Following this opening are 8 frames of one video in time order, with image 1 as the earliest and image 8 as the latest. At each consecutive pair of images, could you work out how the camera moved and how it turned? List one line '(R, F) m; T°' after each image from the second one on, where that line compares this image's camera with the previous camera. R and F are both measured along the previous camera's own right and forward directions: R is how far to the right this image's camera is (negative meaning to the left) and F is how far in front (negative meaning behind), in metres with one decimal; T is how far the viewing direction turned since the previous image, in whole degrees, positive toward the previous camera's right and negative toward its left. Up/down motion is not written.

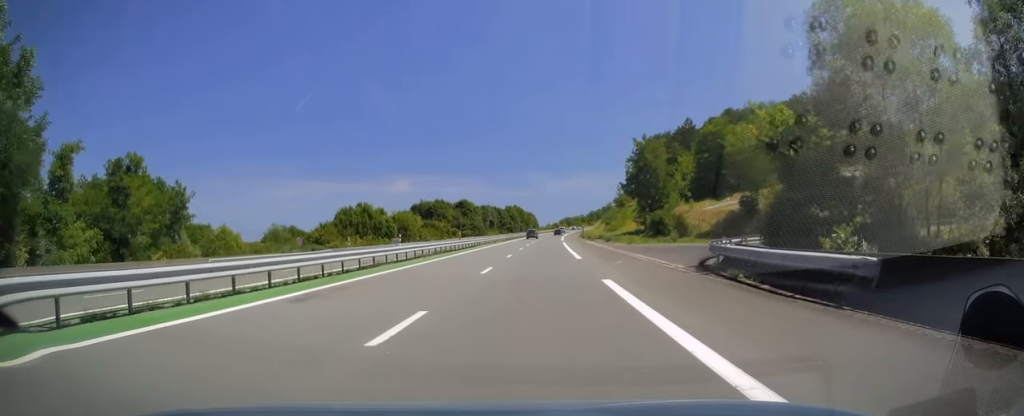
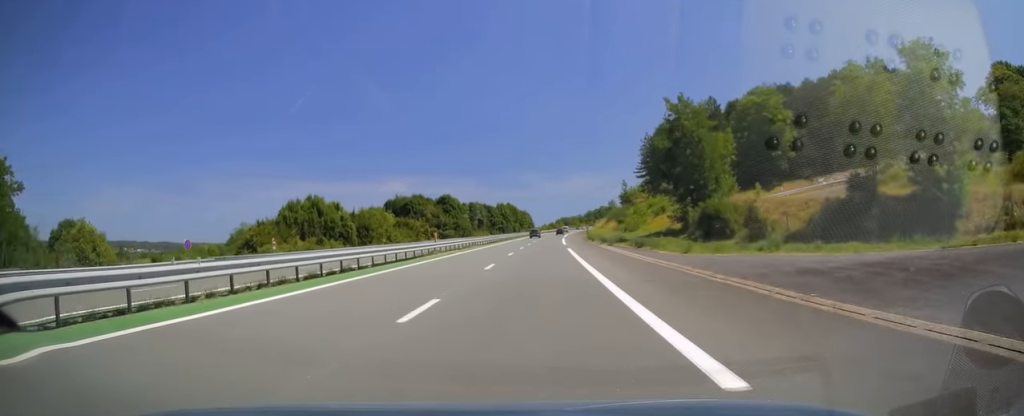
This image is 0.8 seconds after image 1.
(+0.2, +23.9) m; +1°
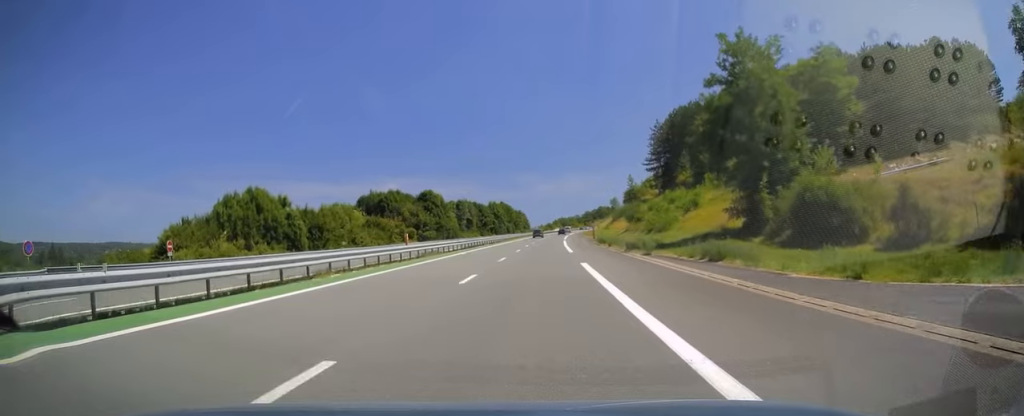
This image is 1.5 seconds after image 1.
(+0.1, +19.0) m; 0°
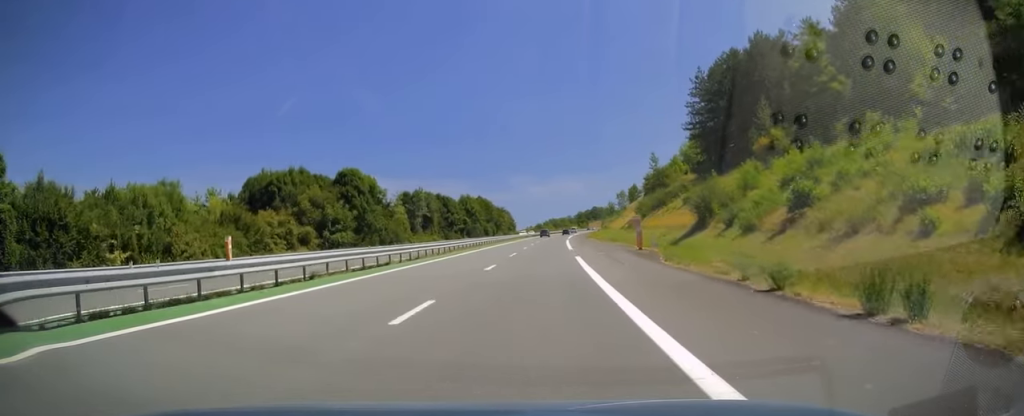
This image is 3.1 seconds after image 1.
(+0.1, +46.2) m; +1°
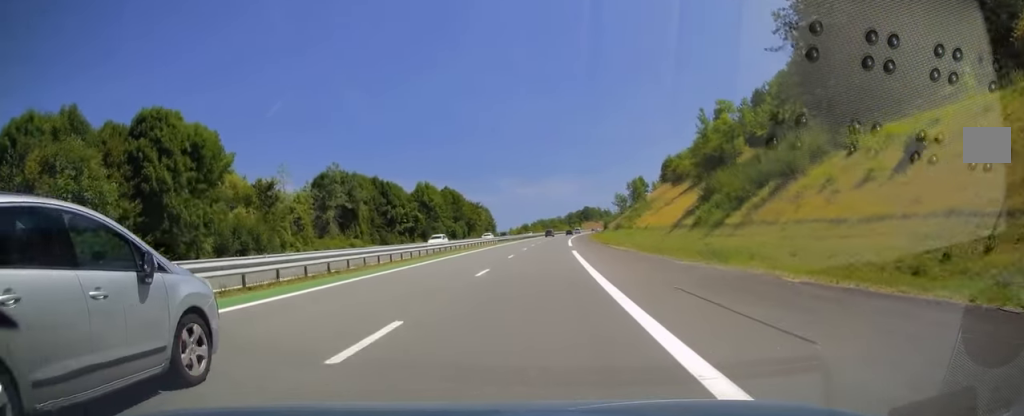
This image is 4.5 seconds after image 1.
(+0.6, +41.8) m; +1°
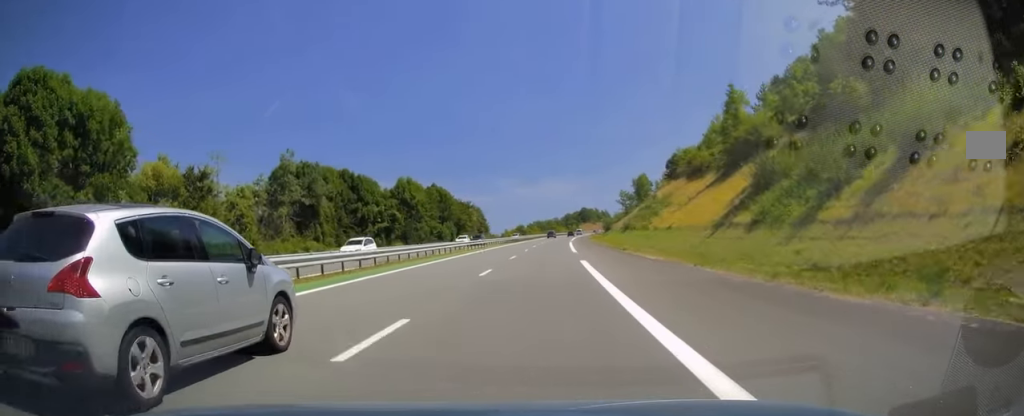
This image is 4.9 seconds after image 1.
(0.0, +12.6) m; 0°
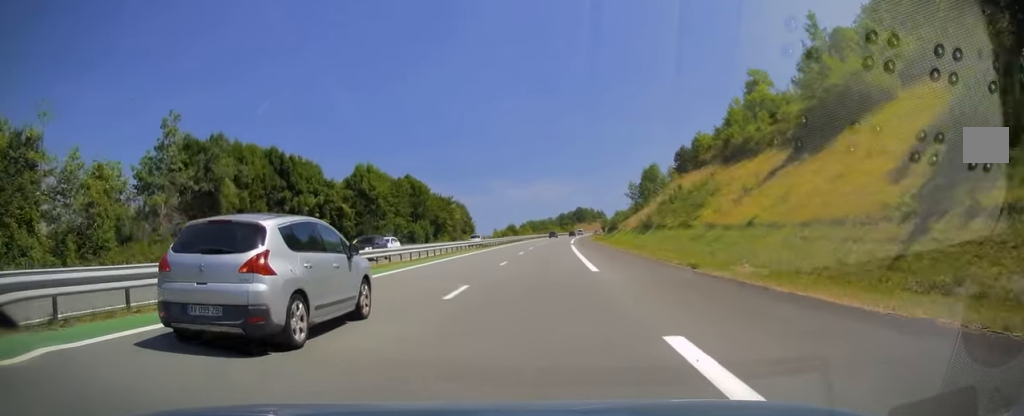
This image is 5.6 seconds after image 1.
(+0.1, +19.9) m; +1°
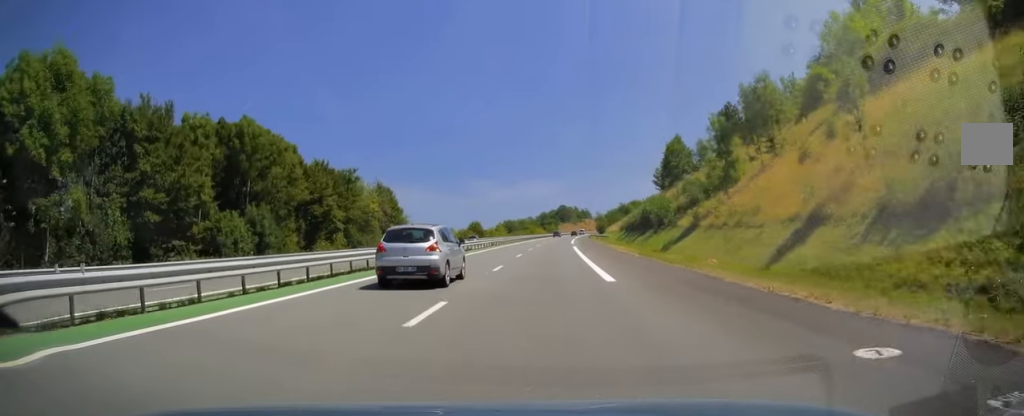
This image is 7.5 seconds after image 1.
(+1.1, +55.4) m; +2°
